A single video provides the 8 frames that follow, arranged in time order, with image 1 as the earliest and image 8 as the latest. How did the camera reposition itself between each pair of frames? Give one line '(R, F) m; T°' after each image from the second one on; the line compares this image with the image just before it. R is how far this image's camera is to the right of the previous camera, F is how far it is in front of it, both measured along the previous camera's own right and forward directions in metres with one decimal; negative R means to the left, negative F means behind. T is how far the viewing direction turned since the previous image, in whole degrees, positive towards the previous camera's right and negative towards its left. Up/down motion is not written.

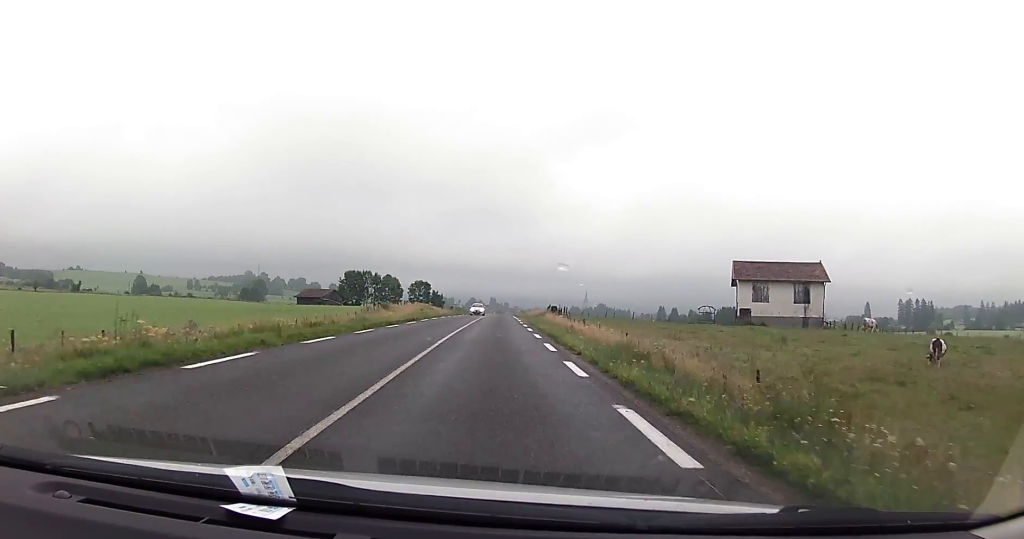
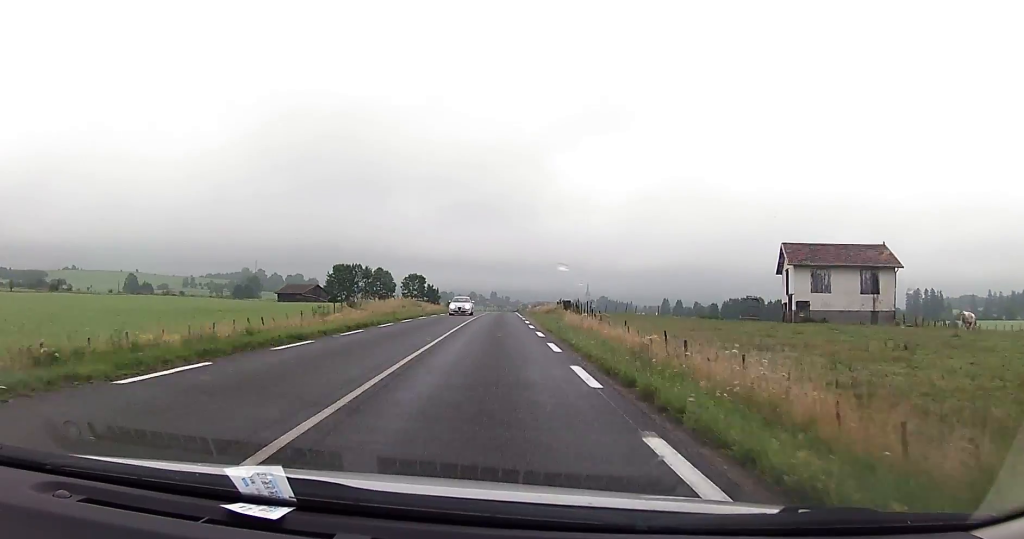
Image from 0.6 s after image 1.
(-0.1, +15.2) m; 0°
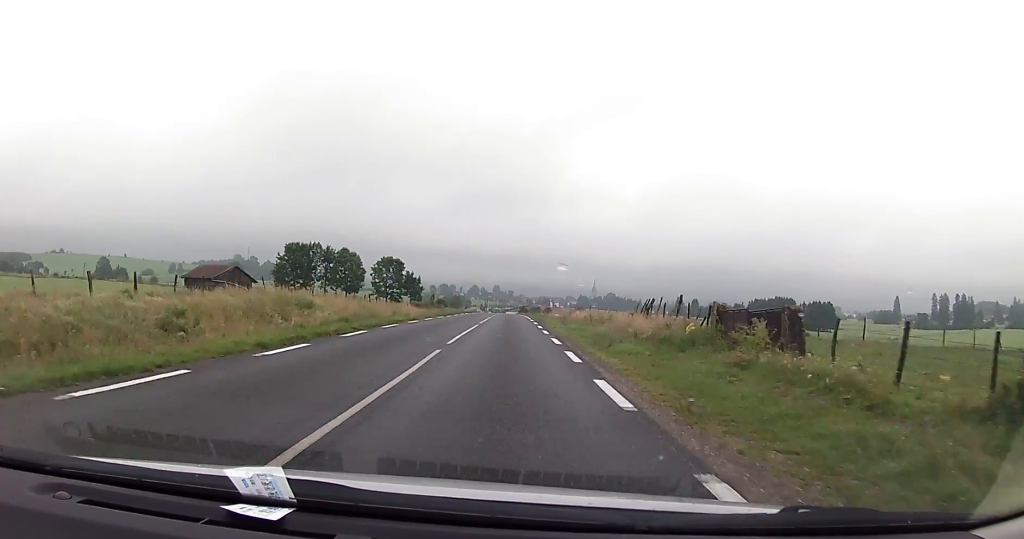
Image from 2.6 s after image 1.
(-0.5, +47.6) m; -1°
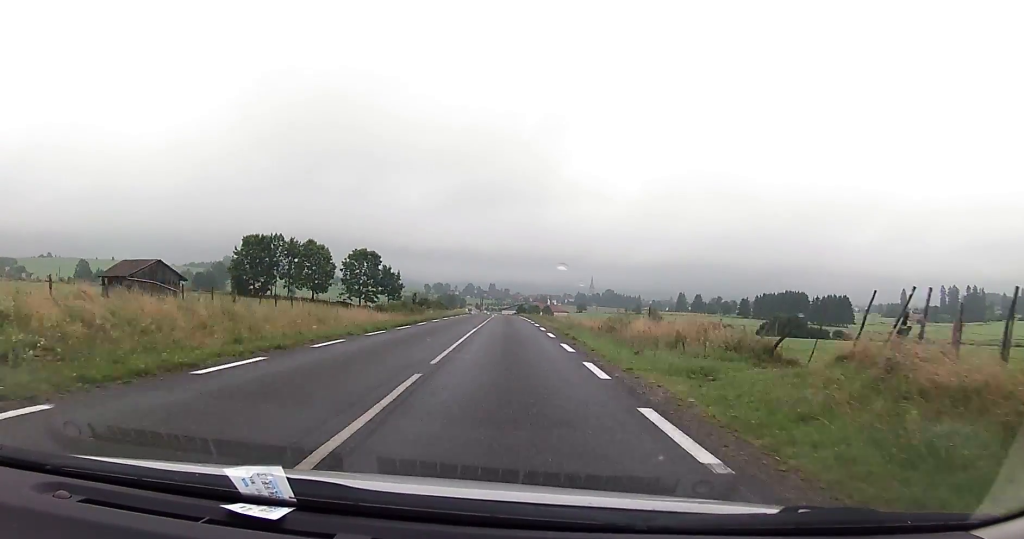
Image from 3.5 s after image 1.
(0.0, +23.0) m; 0°
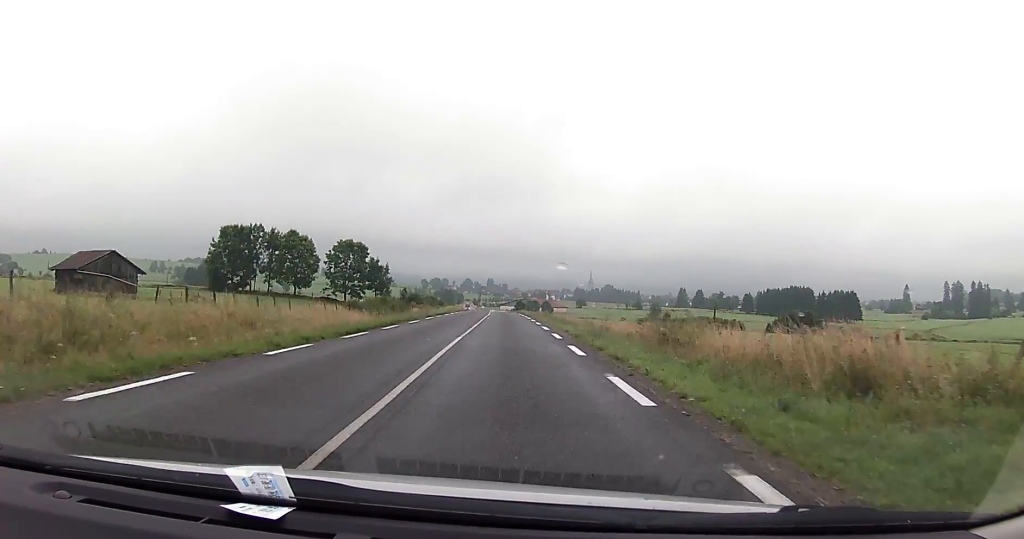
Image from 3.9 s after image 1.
(+0.2, +9.9) m; 0°
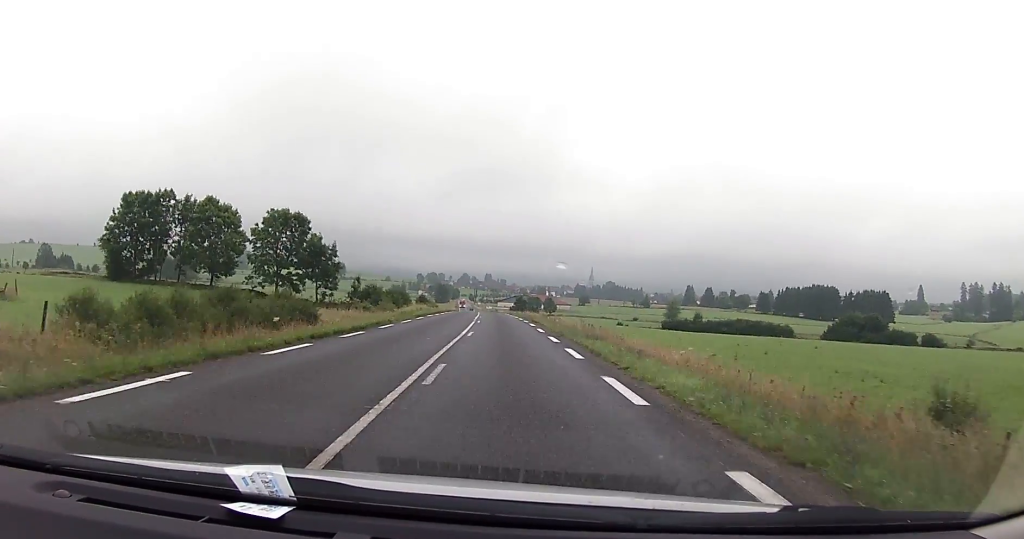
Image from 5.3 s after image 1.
(-0.4, +33.1) m; 0°
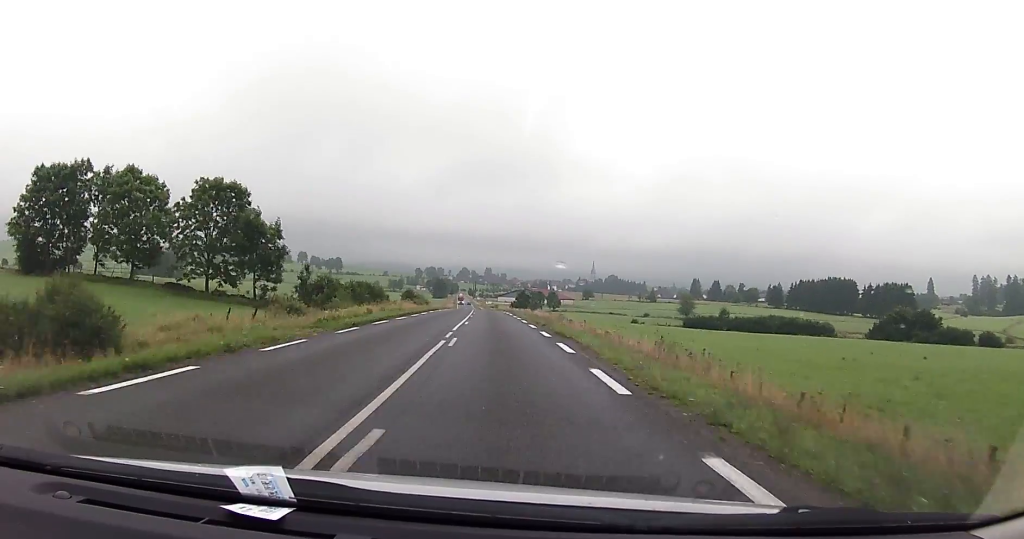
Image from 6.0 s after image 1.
(+0.4, +19.1) m; 0°
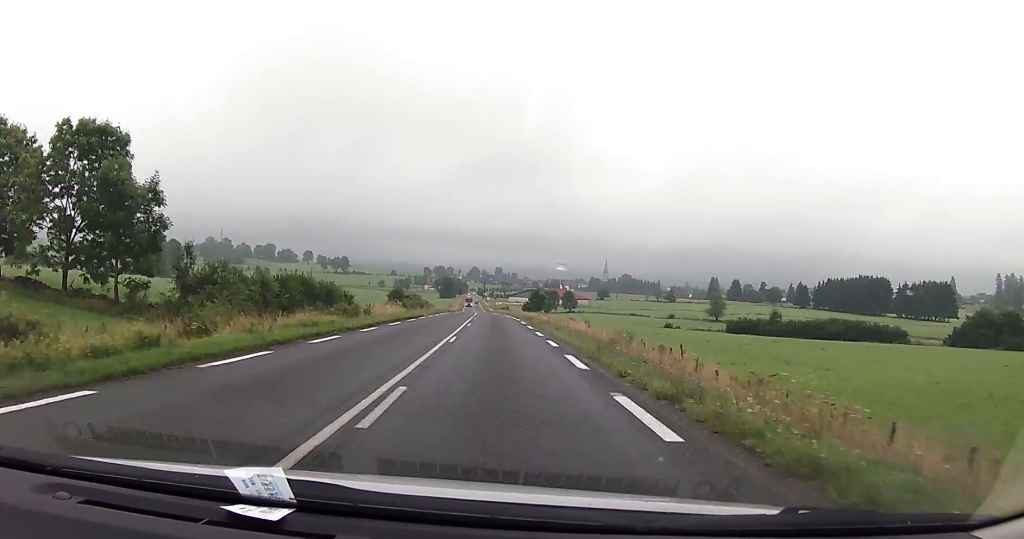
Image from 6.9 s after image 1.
(-0.3, +22.7) m; -1°
